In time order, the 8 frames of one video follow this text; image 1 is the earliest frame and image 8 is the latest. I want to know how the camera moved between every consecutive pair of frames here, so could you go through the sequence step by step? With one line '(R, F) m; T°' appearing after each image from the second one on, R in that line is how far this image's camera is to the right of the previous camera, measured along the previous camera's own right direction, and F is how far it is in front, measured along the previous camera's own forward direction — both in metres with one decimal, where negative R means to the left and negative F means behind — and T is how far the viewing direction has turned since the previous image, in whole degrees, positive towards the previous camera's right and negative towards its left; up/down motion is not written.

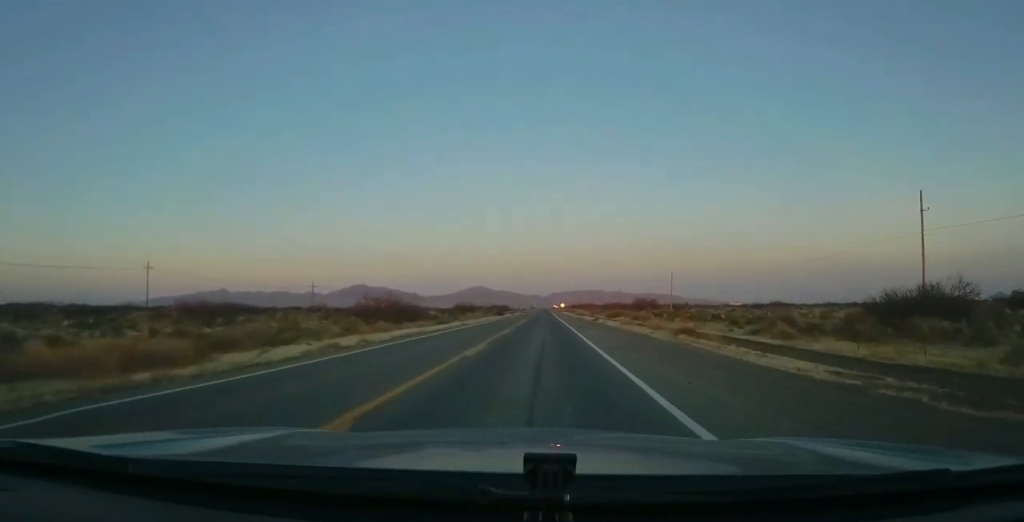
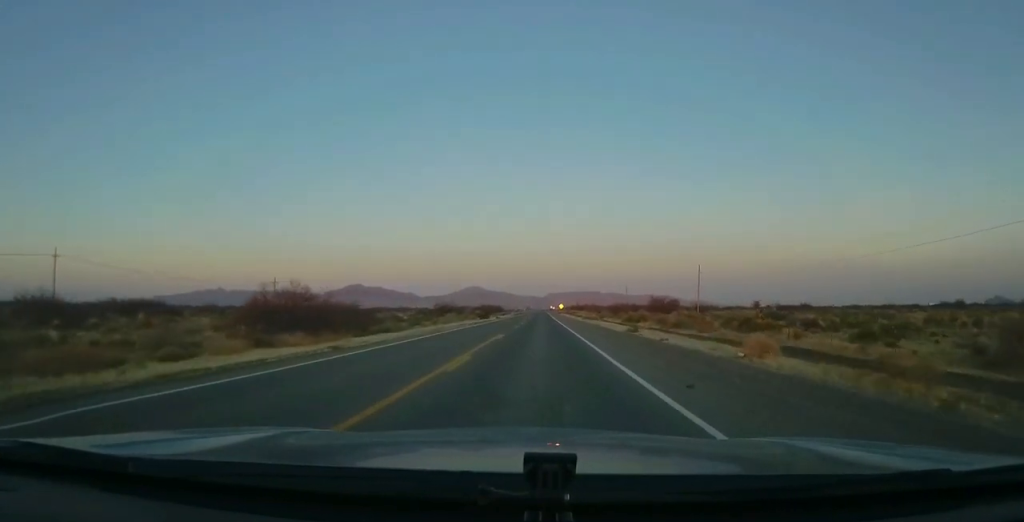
(-0.5, +27.4) m; 0°
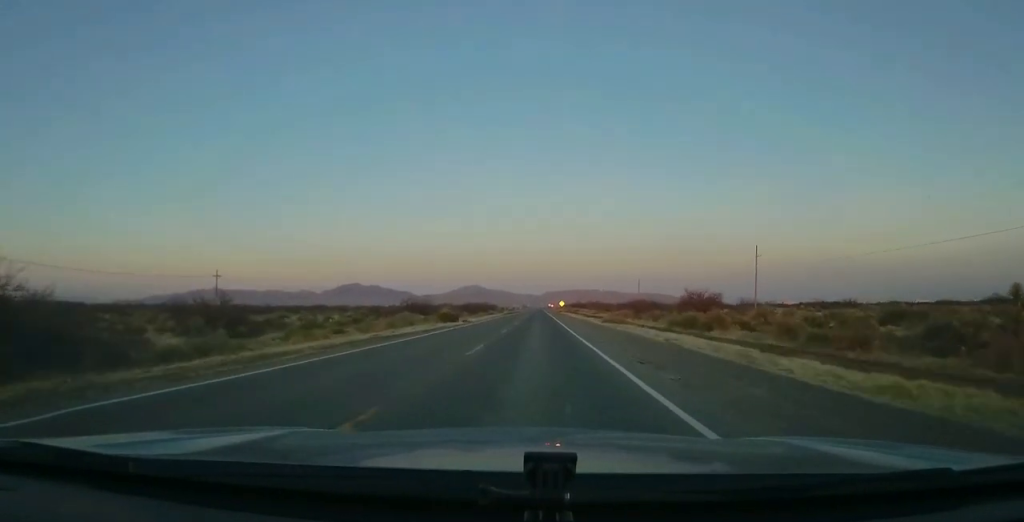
(+0.6, +32.6) m; 0°
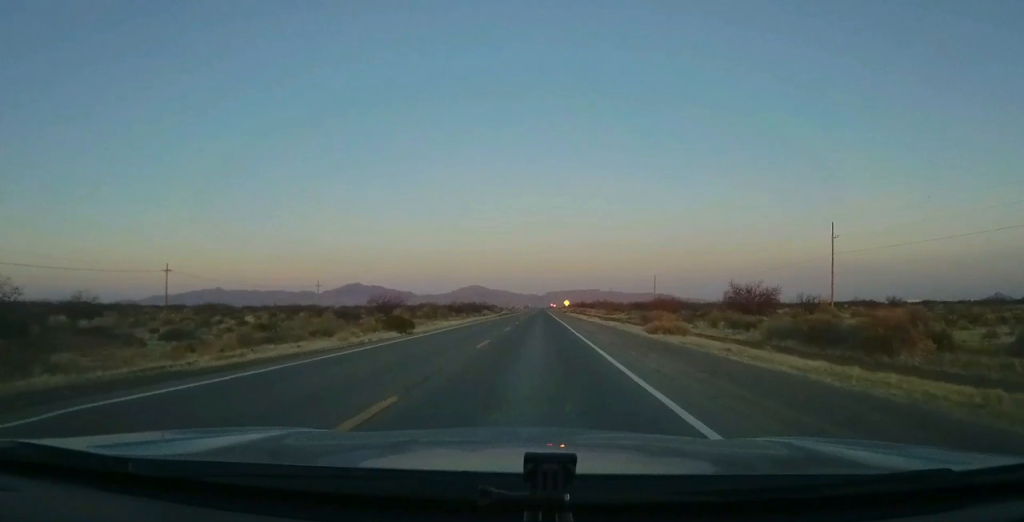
(-0.5, +22.8) m; 0°
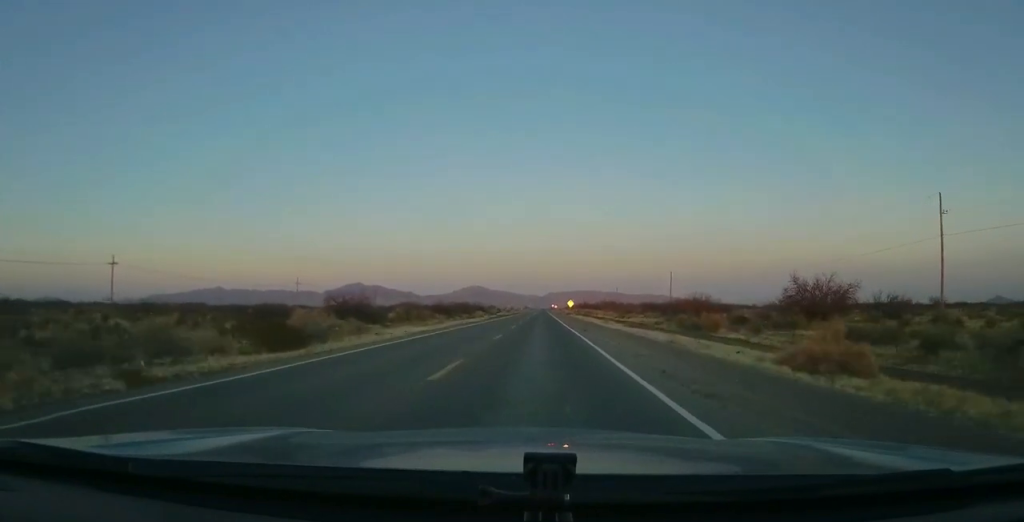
(+0.4, +19.1) m; 0°
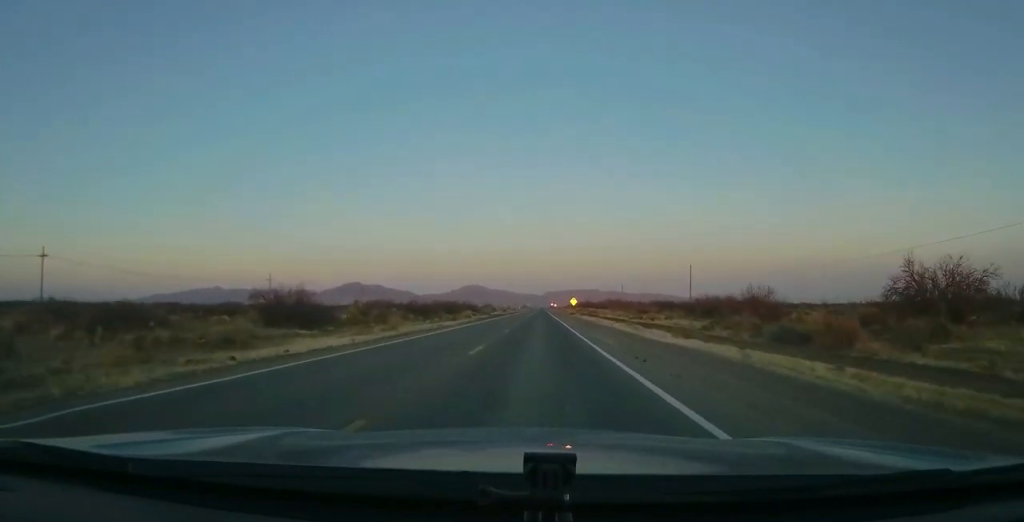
(-0.4, +19.5) m; 0°
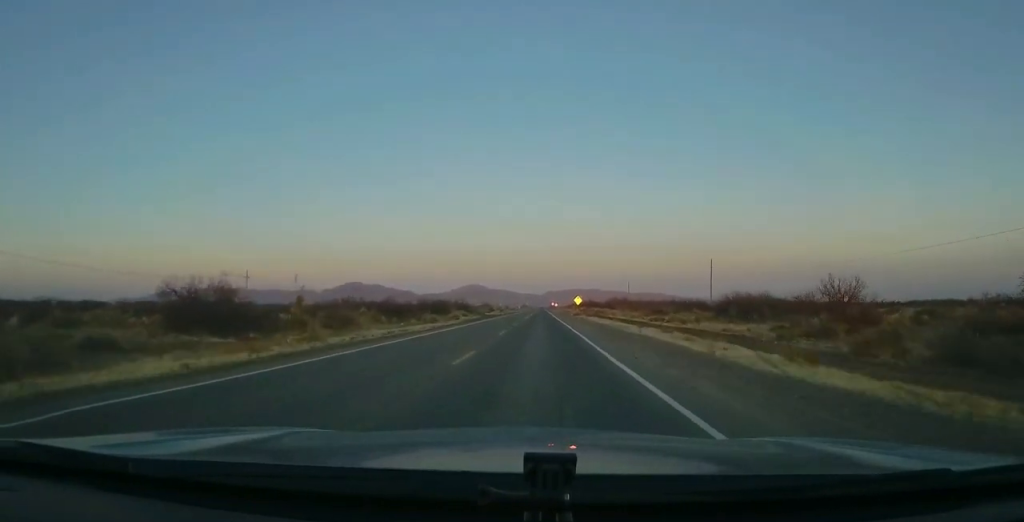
(+0.2, +14.5) m; +1°
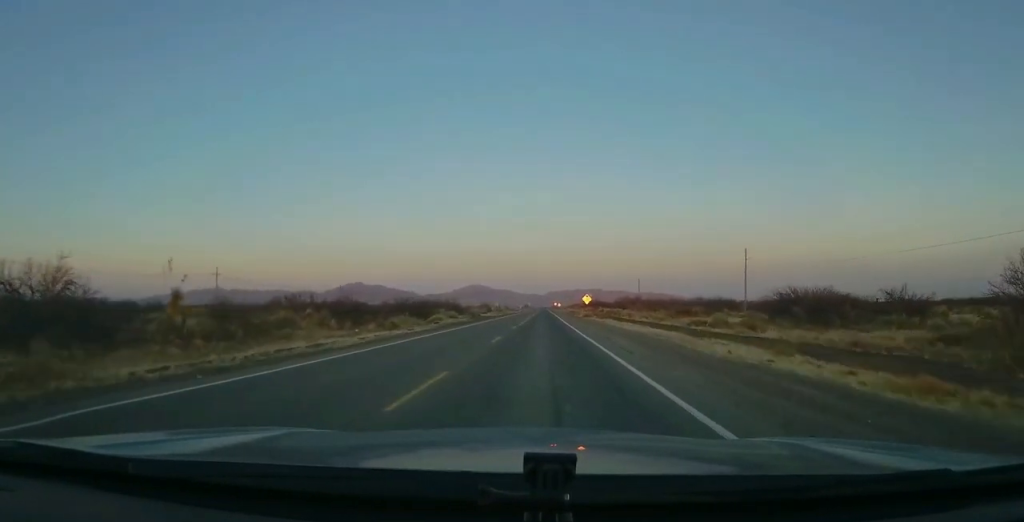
(+0.2, +17.1) m; 0°
